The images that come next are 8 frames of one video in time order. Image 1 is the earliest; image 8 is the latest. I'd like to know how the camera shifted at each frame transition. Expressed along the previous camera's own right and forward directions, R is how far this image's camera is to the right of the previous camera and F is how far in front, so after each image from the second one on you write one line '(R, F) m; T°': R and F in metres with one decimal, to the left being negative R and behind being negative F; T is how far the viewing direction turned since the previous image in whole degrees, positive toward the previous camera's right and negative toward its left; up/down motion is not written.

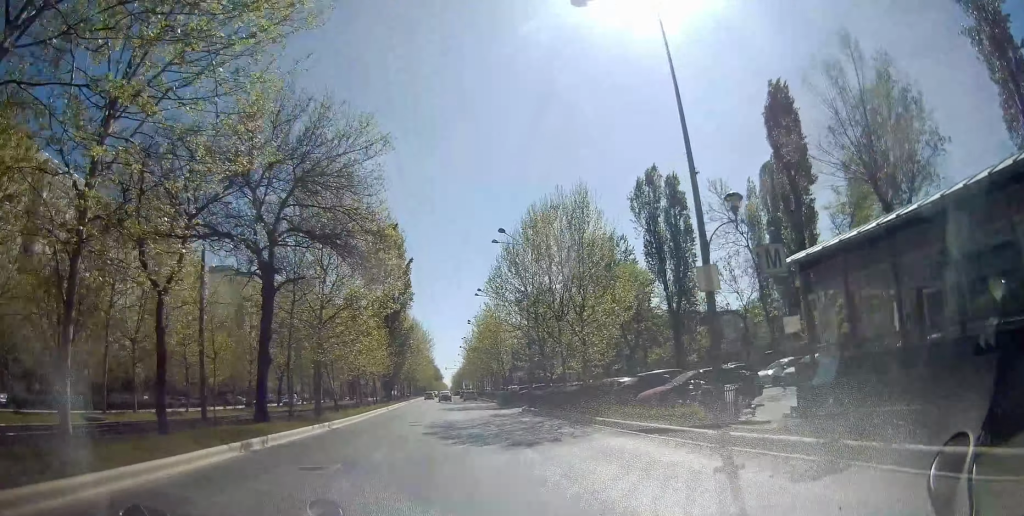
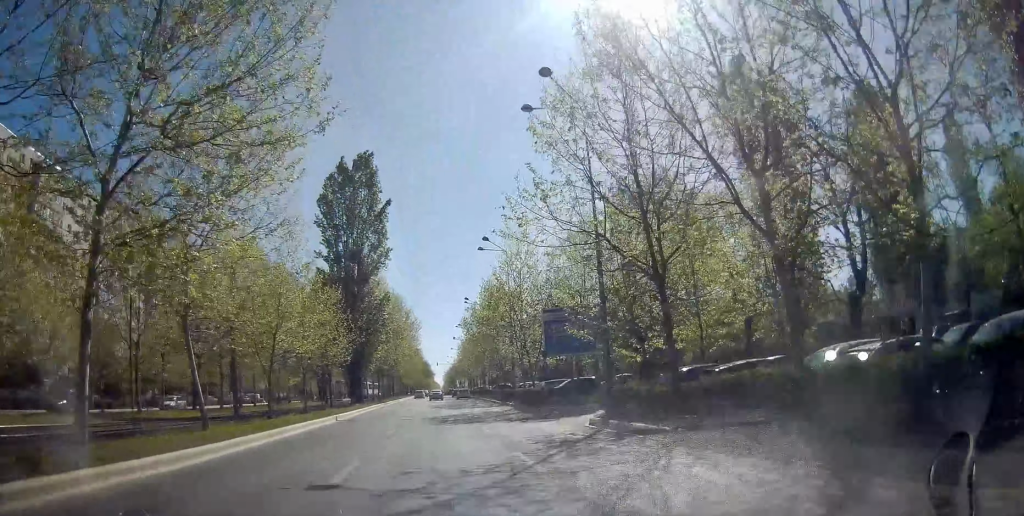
(-0.5, +21.7) m; -1°
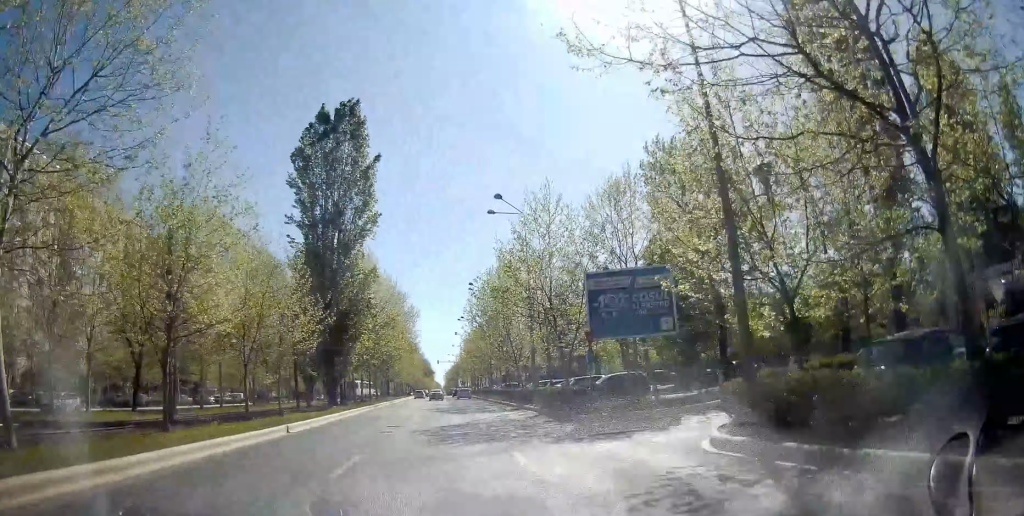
(0.0, +10.0) m; 0°
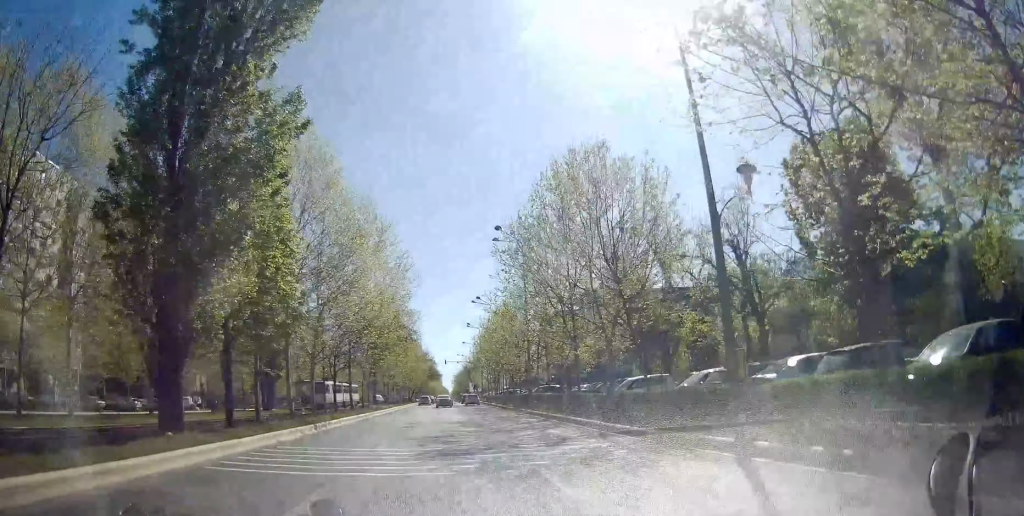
(+0.2, +24.3) m; 0°
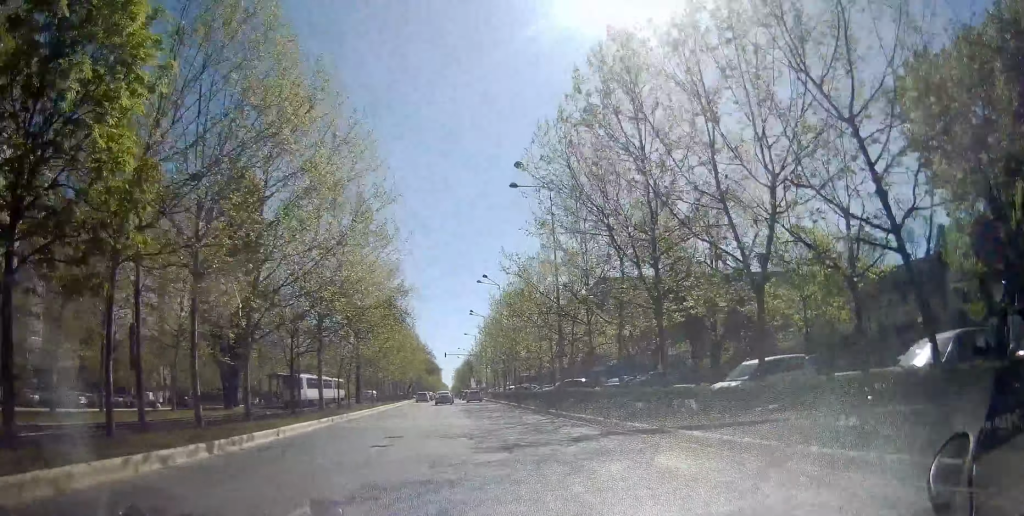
(-0.2, +11.3) m; -1°
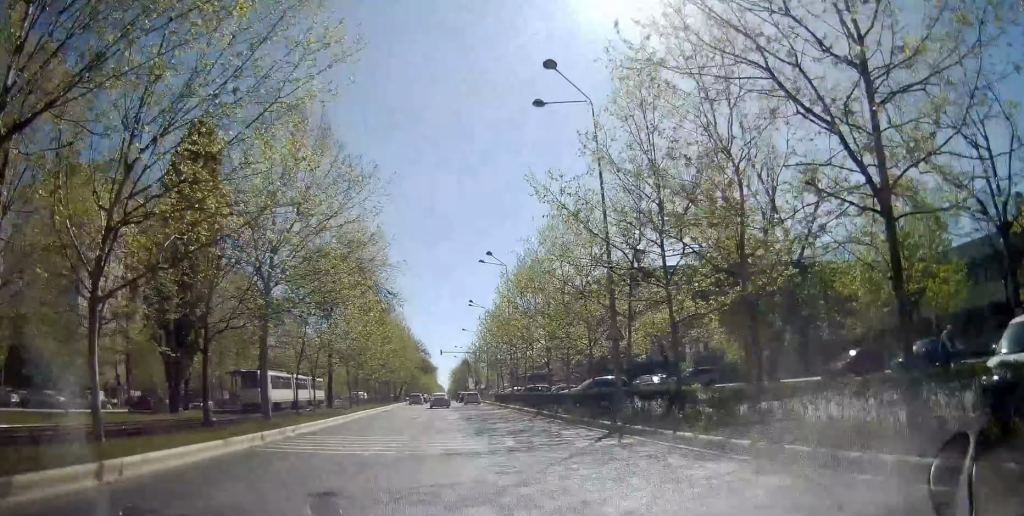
(0.0, +10.2) m; 0°
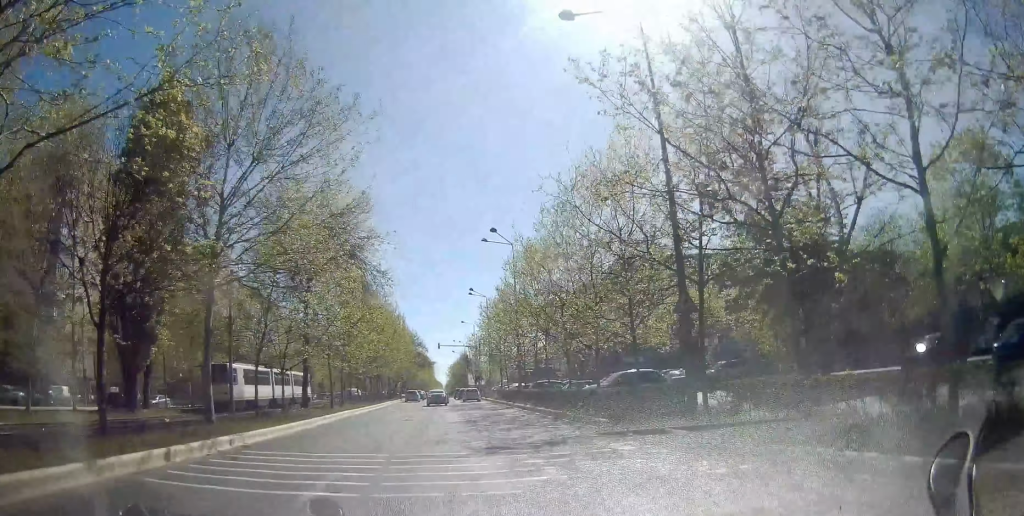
(+0.2, +6.2) m; 0°
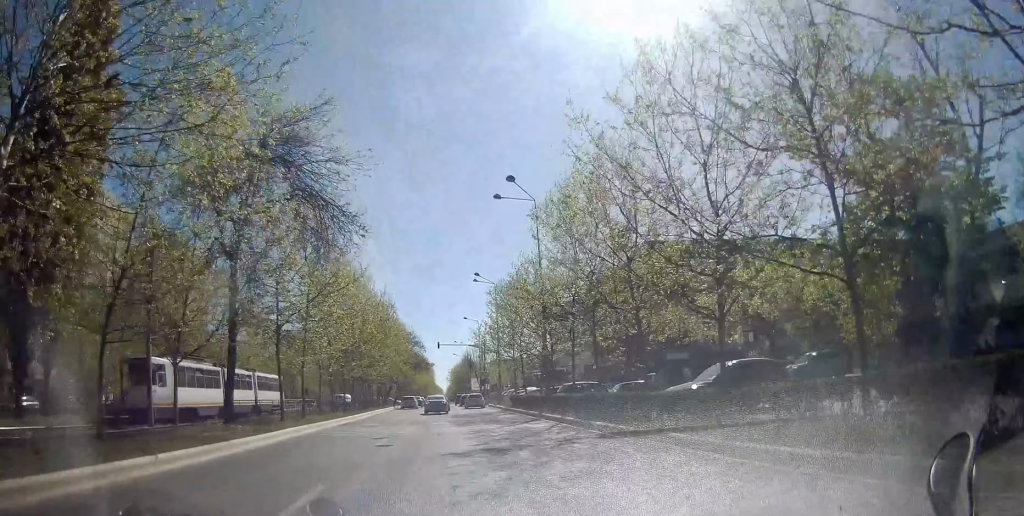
(-0.3, +11.2) m; +1°
